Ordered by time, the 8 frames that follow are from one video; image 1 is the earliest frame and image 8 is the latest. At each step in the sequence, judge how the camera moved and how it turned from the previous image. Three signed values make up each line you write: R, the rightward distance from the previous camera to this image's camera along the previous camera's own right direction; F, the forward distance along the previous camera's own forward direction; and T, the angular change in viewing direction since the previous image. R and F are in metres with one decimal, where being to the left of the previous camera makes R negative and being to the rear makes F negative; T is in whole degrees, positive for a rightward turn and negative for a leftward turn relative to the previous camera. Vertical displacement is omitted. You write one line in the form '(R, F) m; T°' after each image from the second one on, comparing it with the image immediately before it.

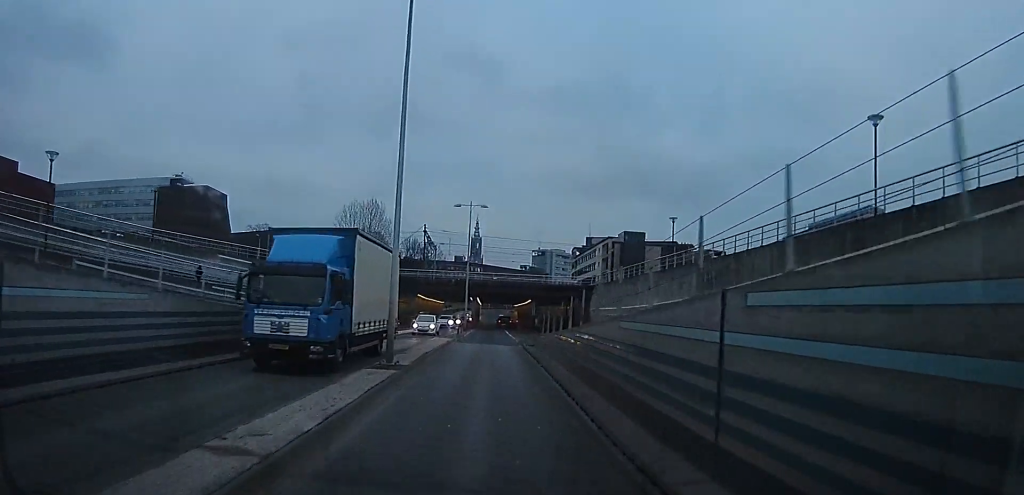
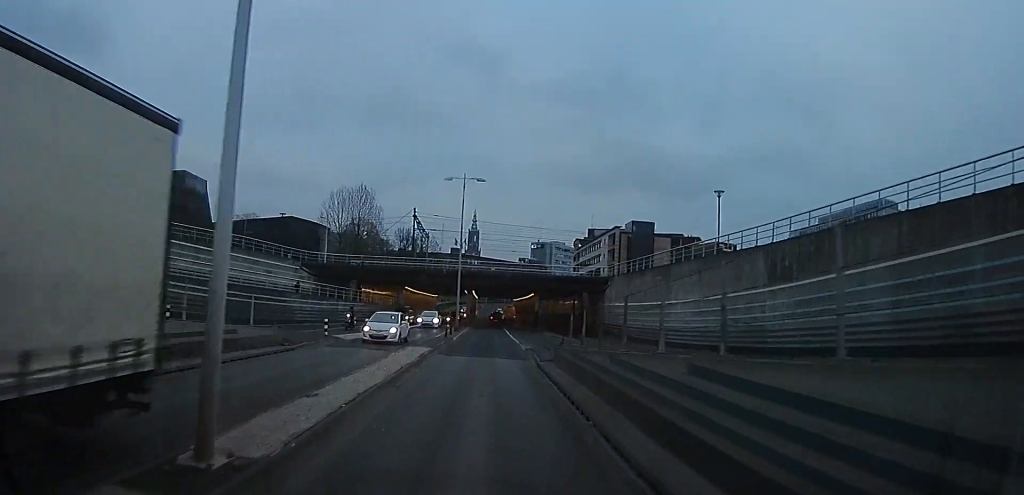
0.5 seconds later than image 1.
(-0.4, +8.9) m; 0°
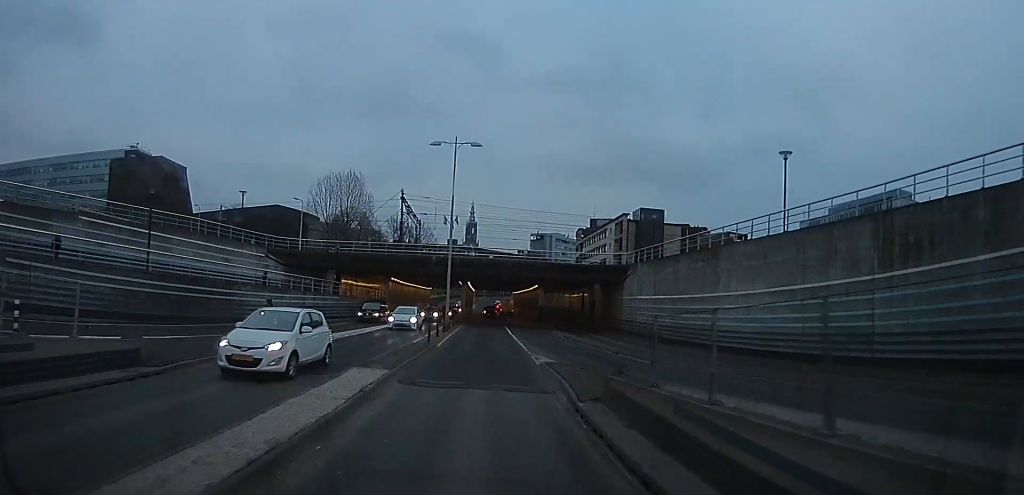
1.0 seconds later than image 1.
(-0.5, +8.1) m; 0°
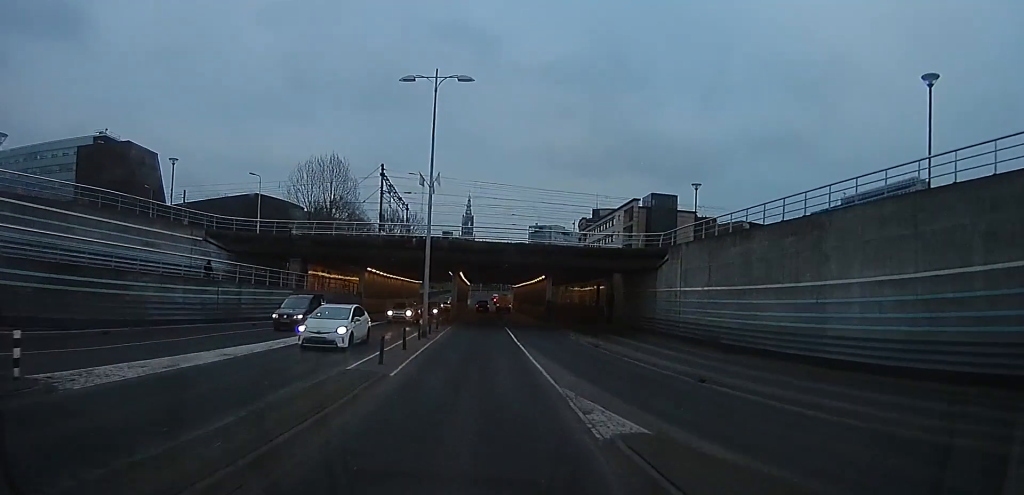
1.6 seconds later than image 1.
(+0.4, +9.9) m; 0°
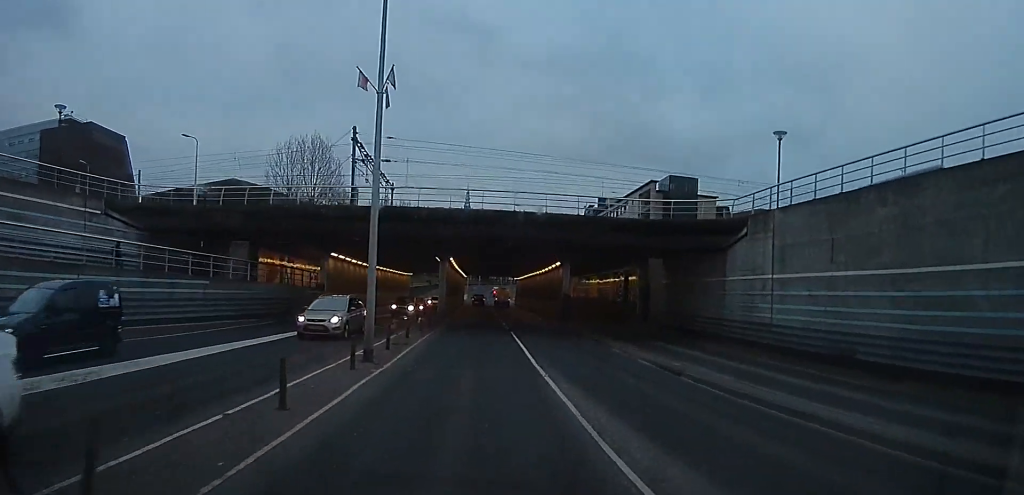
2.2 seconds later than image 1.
(+0.5, +10.6) m; 0°
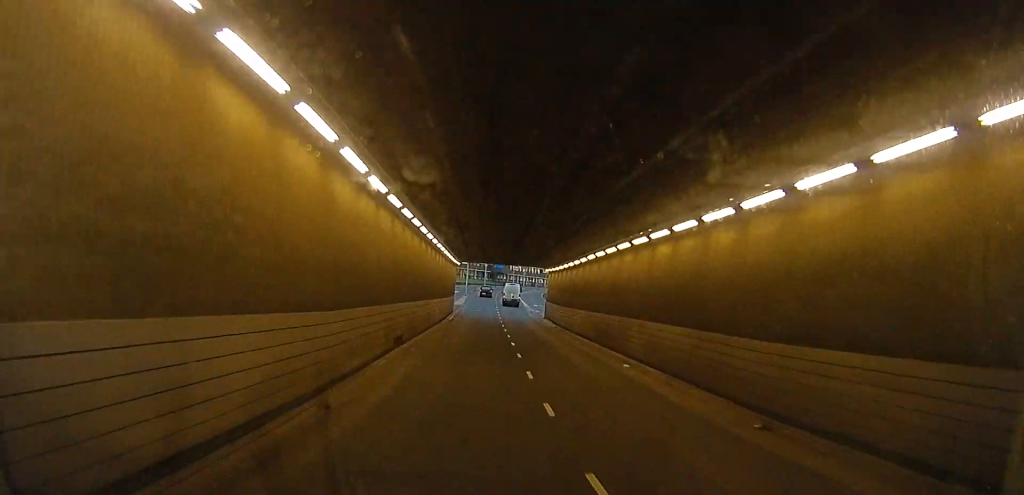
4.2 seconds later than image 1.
(-0.1, +34.6) m; 0°
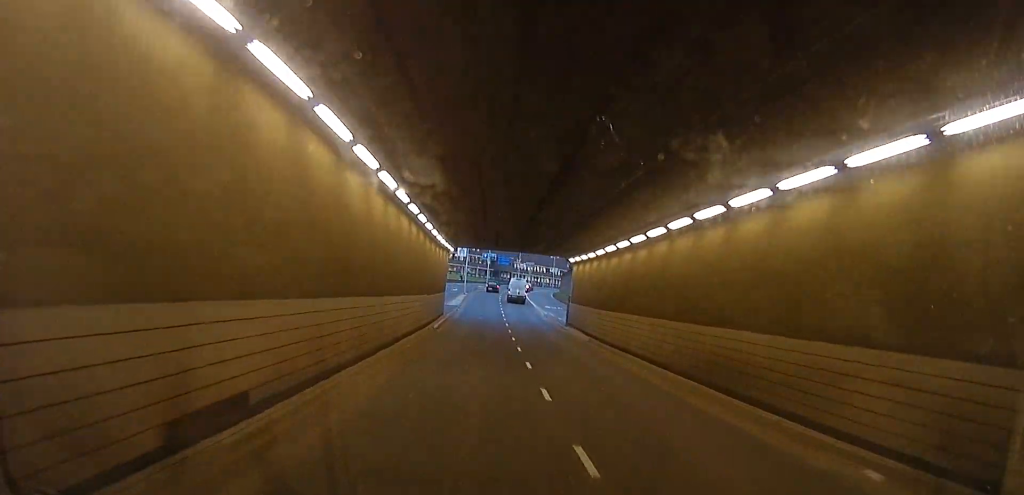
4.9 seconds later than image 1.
(-0.8, +11.2) m; 0°
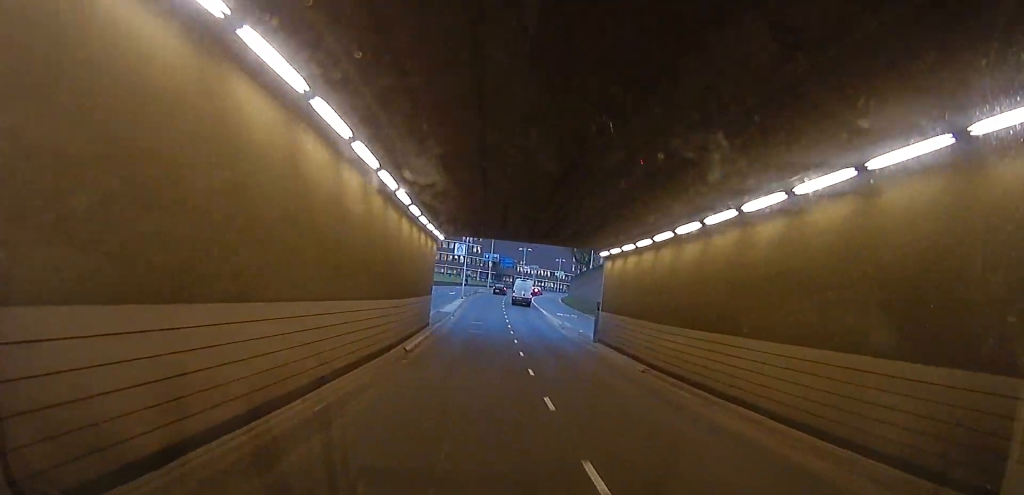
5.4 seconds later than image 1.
(+0.1, +8.3) m; 0°
